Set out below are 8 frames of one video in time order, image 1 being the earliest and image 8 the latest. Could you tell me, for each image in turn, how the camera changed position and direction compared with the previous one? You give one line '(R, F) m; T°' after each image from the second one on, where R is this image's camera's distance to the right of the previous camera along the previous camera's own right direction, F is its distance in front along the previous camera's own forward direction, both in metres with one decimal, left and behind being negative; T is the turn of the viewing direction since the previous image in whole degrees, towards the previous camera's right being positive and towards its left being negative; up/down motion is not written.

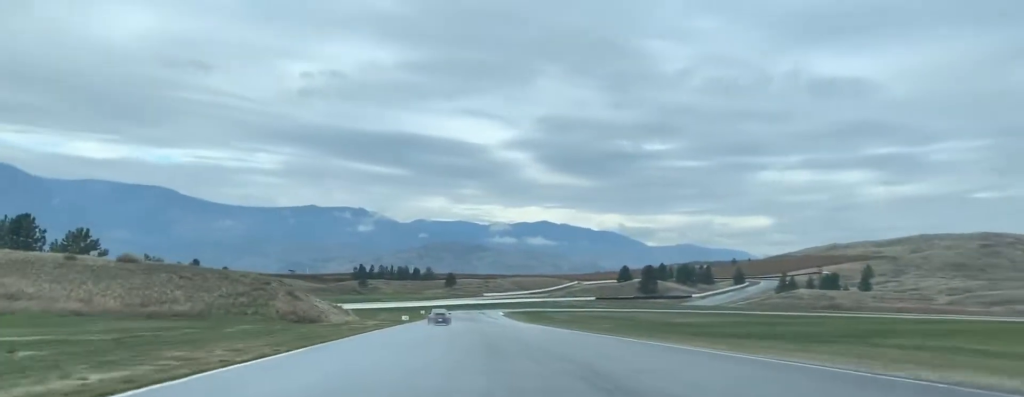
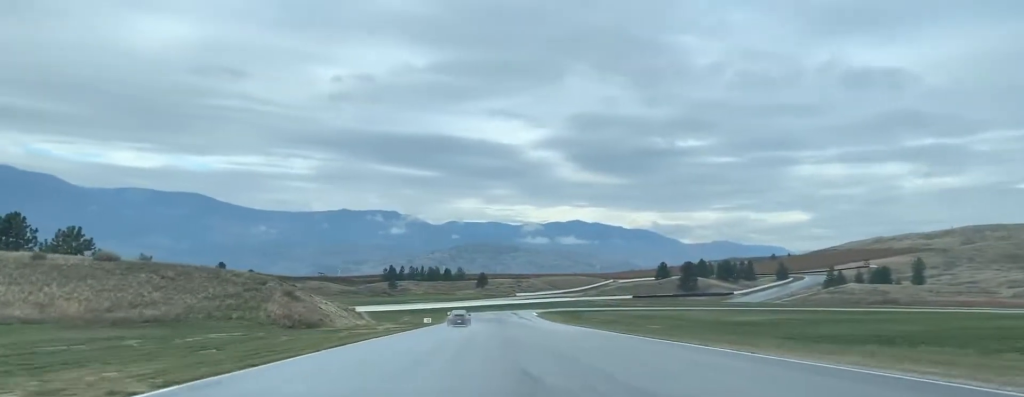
(-0.5, +11.7) m; -2°
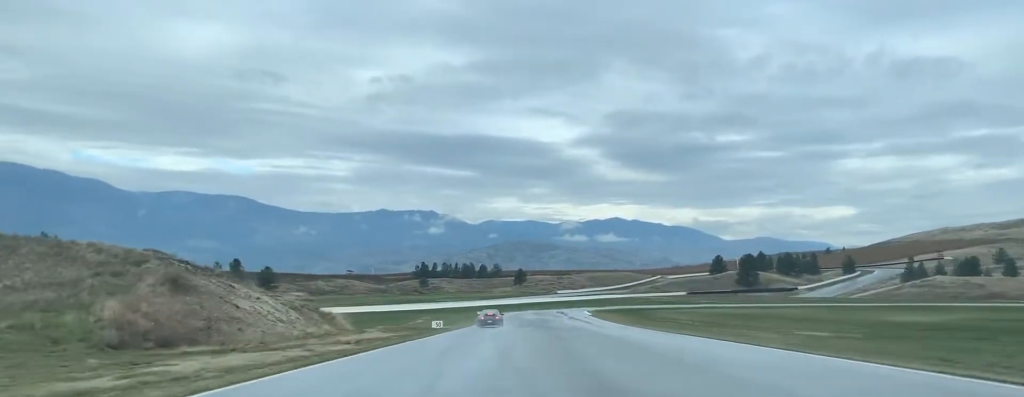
(-1.1, +28.5) m; -2°
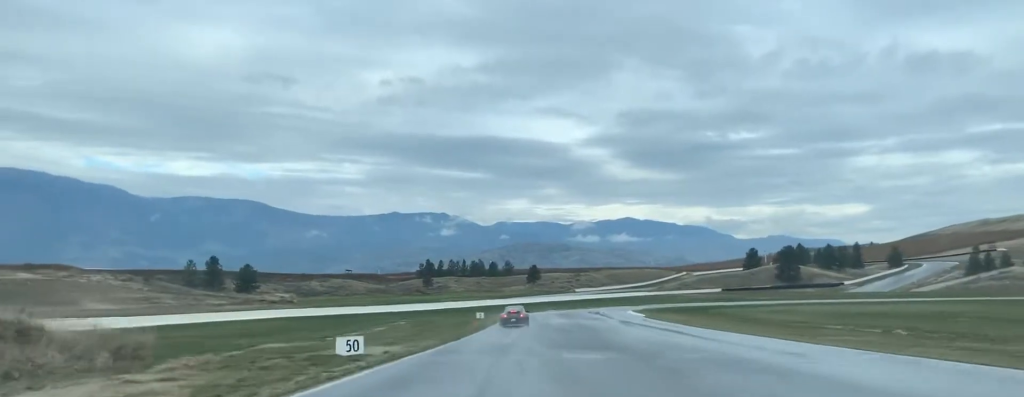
(-0.1, +32.3) m; 0°
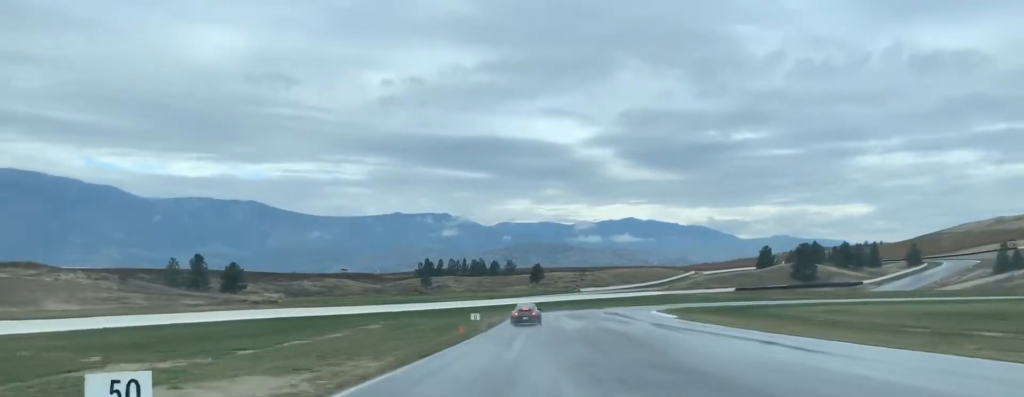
(0.0, +13.3) m; 0°
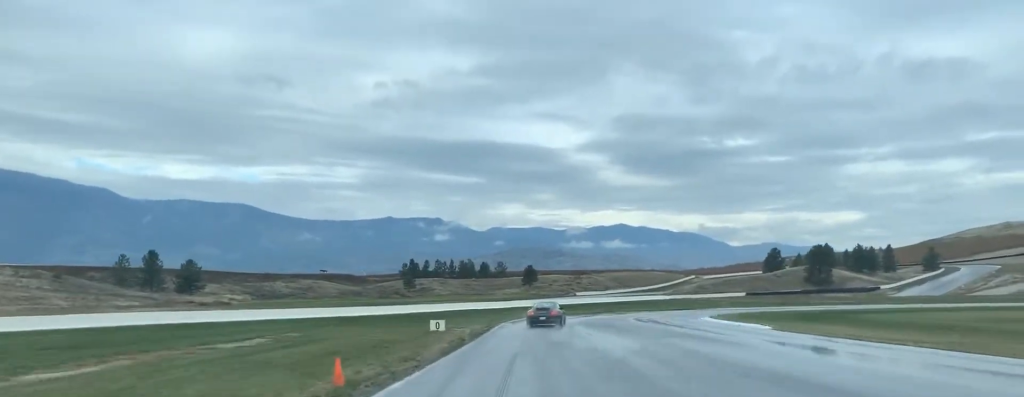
(0.0, +23.9) m; +2°
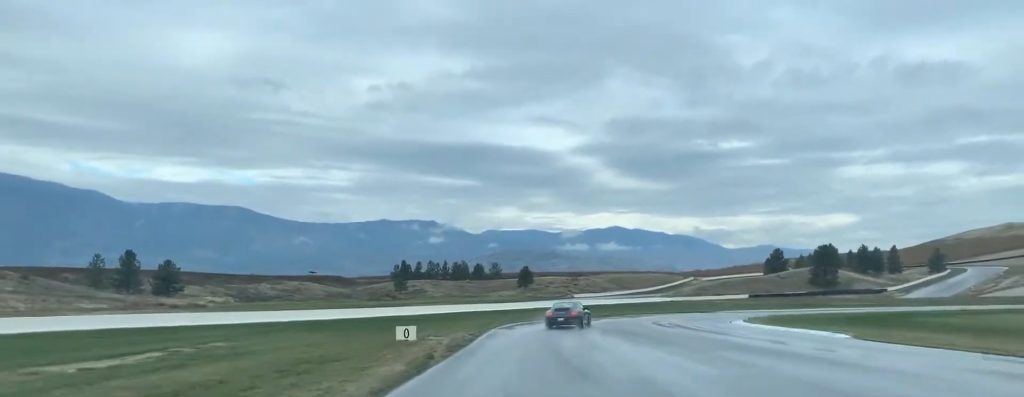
(0.0, +8.8) m; +1°
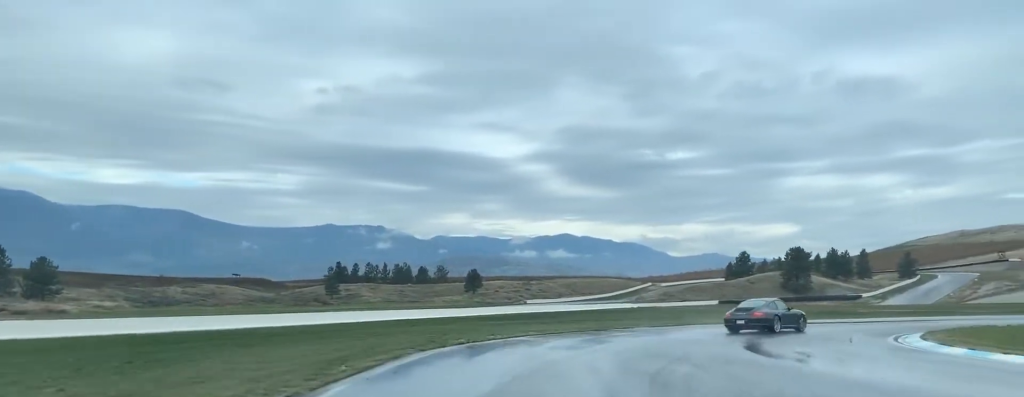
(+1.4, +26.0) m; +10°
